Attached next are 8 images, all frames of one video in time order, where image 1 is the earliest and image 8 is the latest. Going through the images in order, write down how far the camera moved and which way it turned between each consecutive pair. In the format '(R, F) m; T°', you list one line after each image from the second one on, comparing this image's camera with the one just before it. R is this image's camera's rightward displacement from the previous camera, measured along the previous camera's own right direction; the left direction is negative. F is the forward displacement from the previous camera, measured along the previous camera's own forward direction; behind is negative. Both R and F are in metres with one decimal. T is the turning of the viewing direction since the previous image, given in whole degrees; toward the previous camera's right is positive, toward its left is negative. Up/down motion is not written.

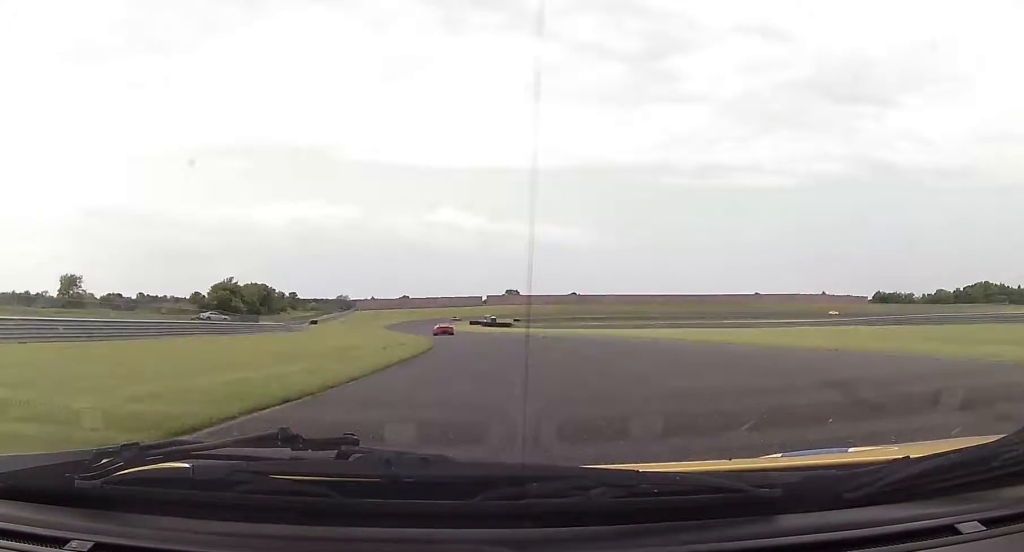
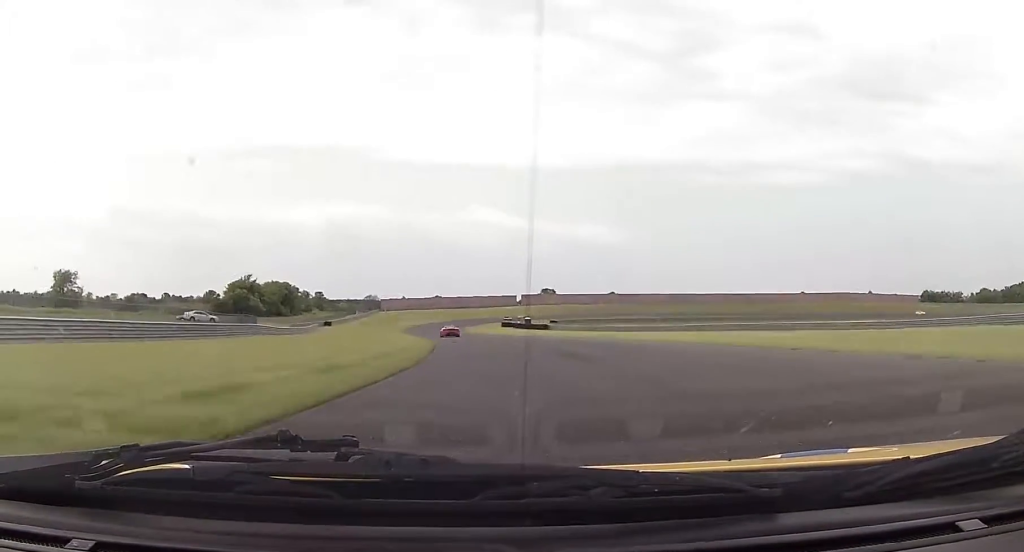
(+0.1, +16.7) m; -3°
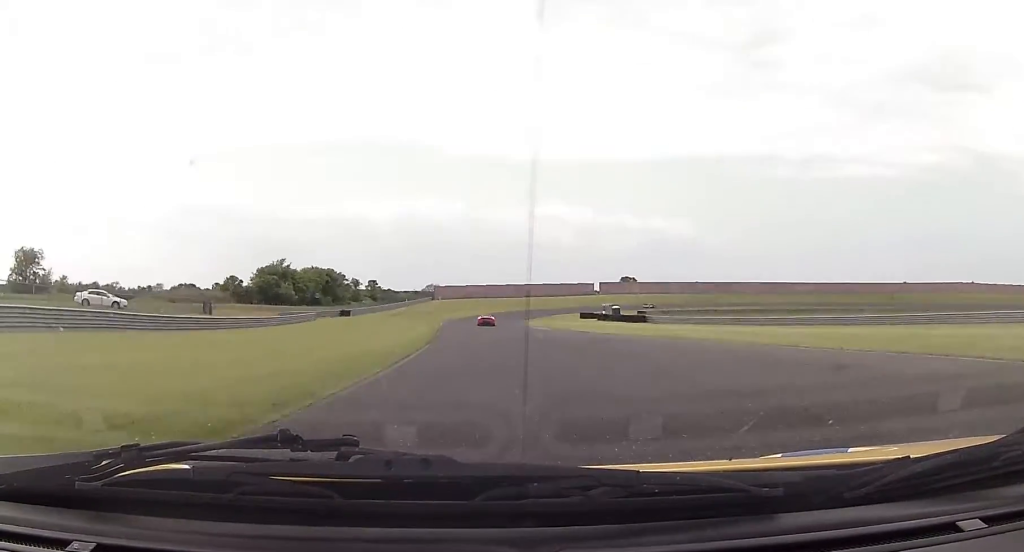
(-2.5, +38.3) m; -4°
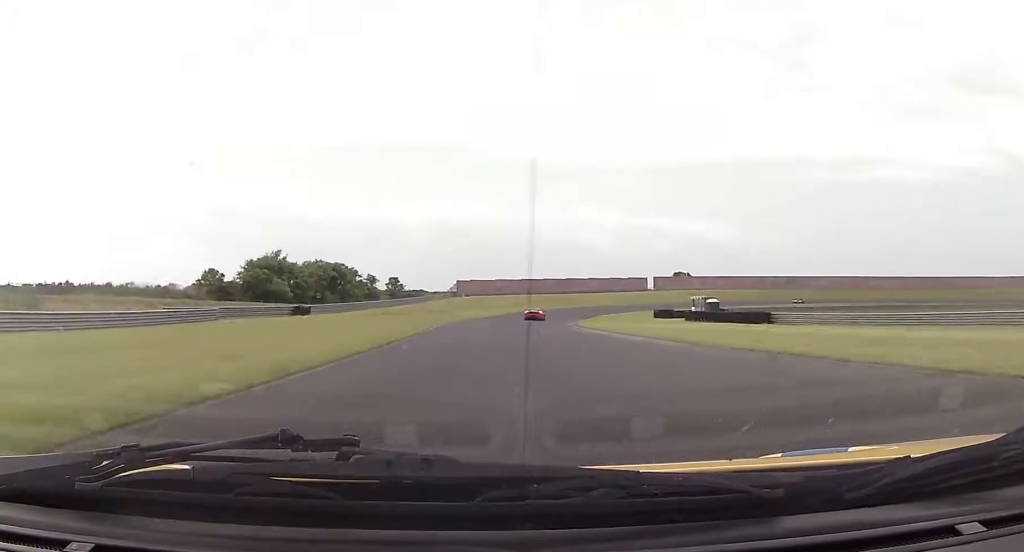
(-0.5, +37.3) m; -1°
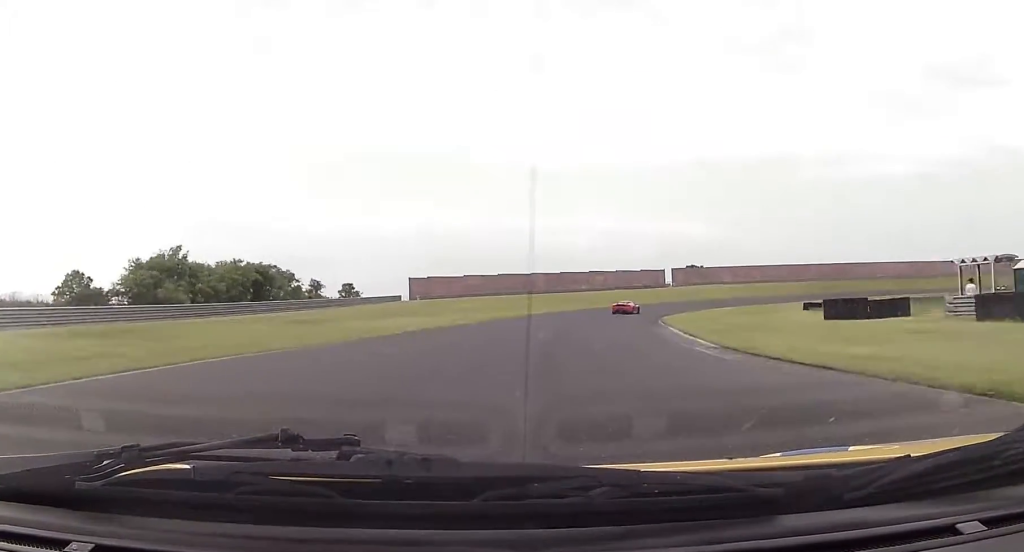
(-0.5, +50.0) m; +1°
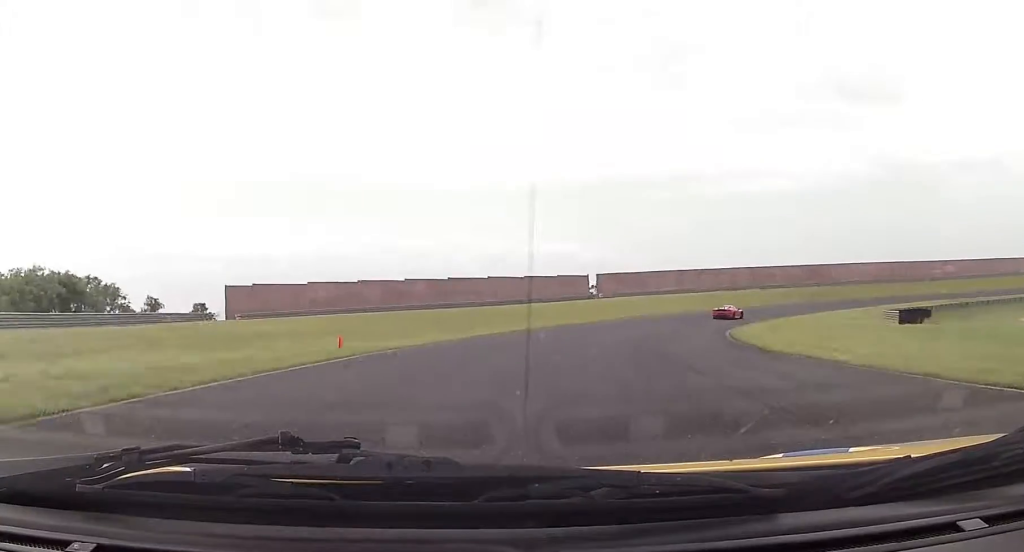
(+2.2, +41.9) m; +11°
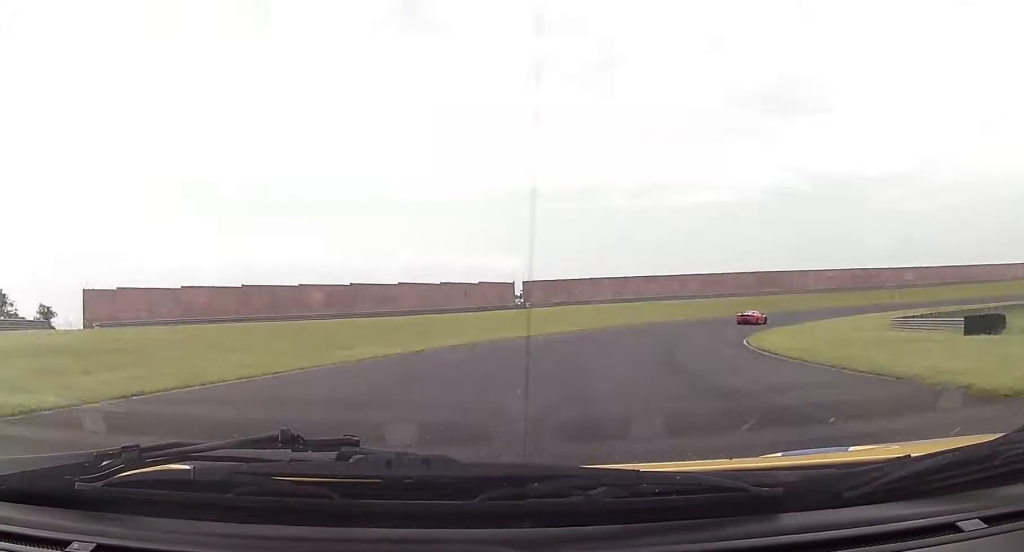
(0.0, +15.7) m; +8°
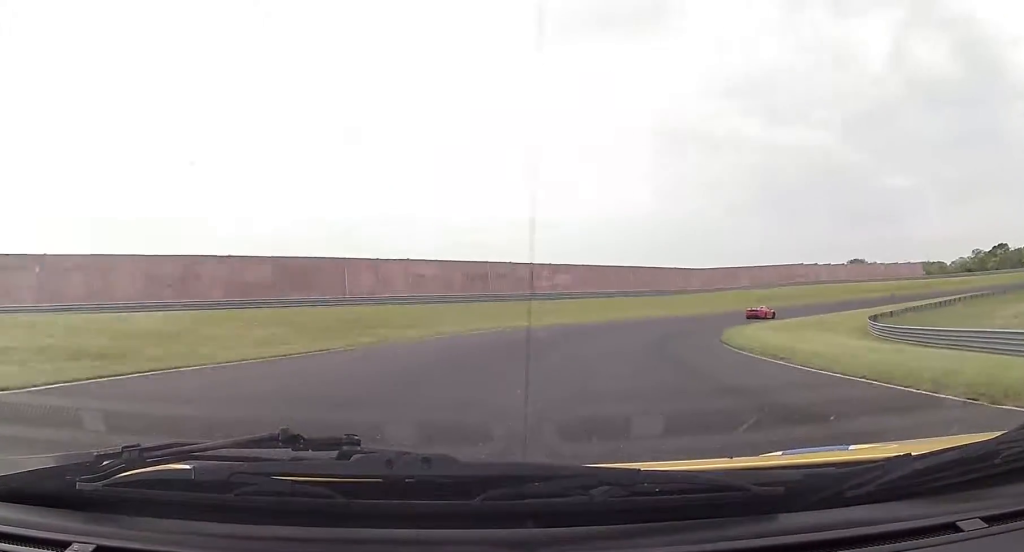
(+24.8, +63.6) m; +41°
